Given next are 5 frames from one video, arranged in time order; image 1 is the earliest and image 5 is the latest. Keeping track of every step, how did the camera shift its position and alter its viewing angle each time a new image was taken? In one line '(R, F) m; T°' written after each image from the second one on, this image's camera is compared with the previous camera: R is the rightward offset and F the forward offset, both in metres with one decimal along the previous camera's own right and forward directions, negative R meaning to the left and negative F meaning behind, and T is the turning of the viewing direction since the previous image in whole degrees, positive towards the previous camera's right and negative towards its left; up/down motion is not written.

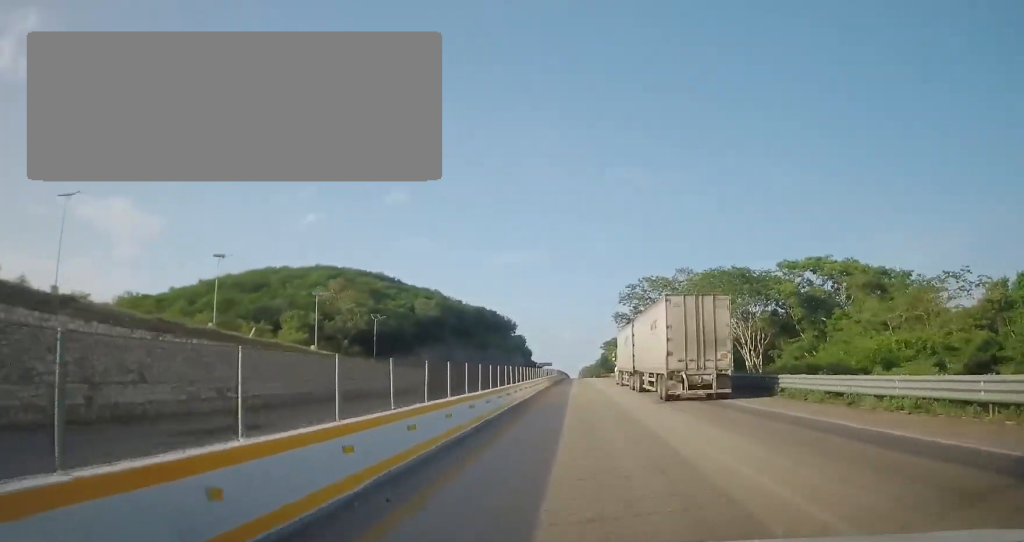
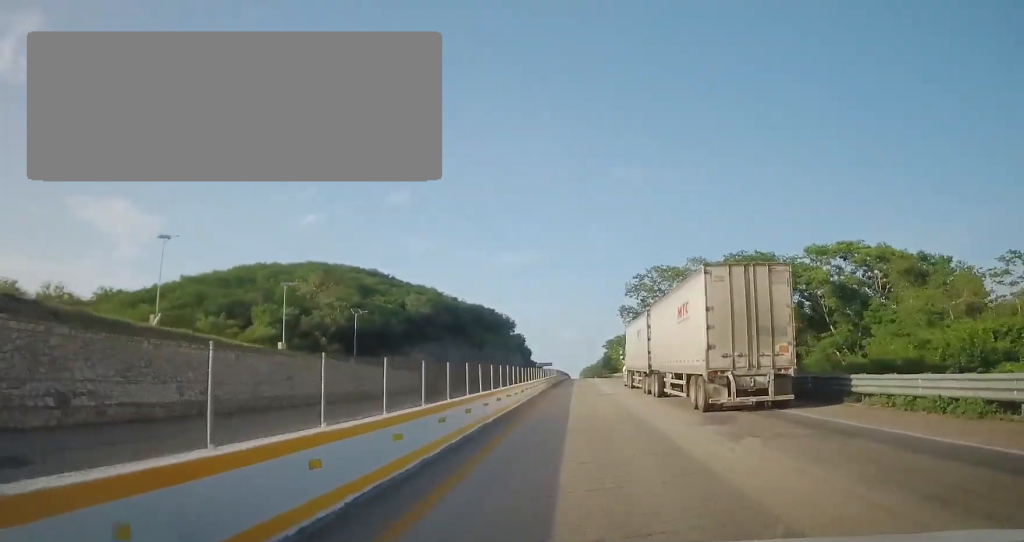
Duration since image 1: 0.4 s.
(0.0, +8.7) m; 0°
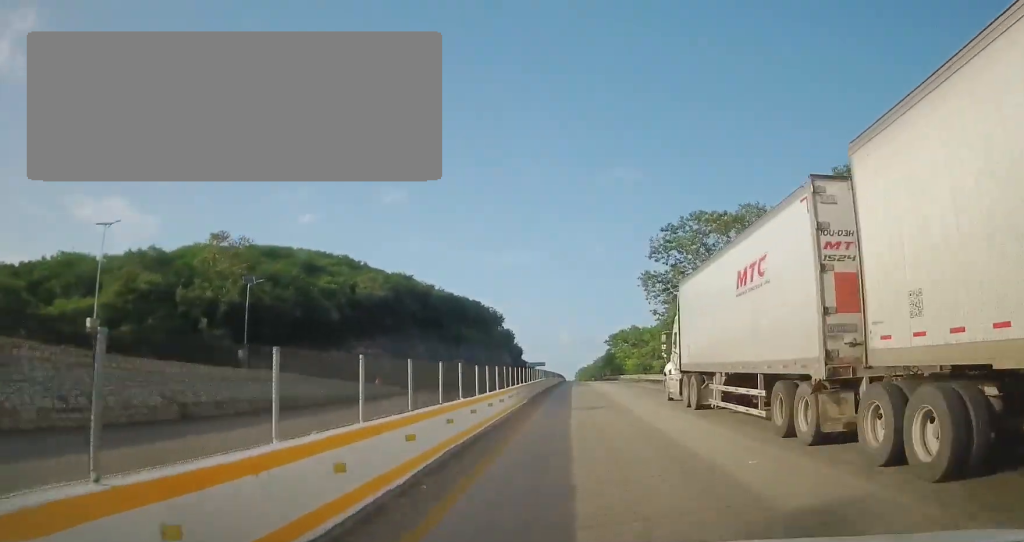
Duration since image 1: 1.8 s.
(0.0, +27.5) m; 0°
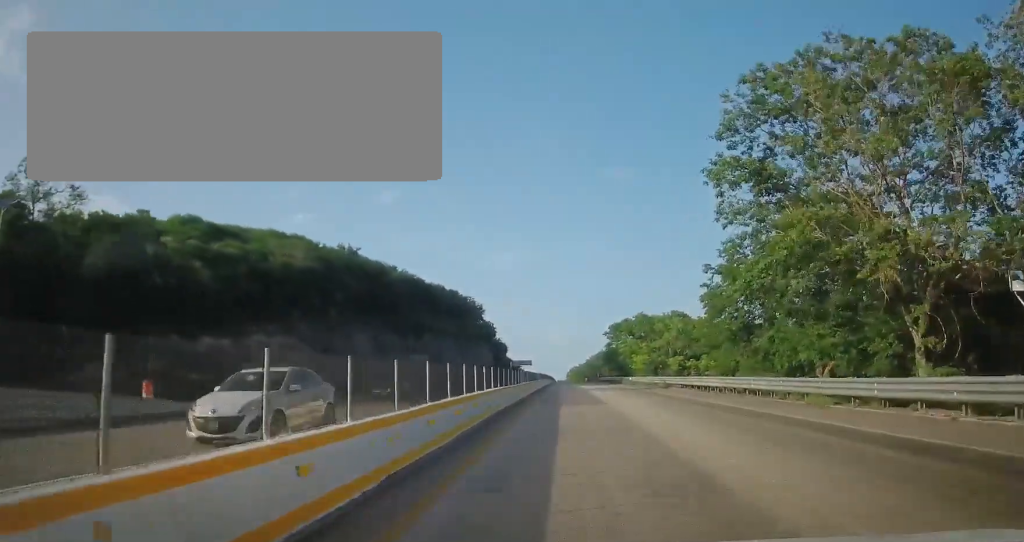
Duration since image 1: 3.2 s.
(+0.2, +28.0) m; +2°
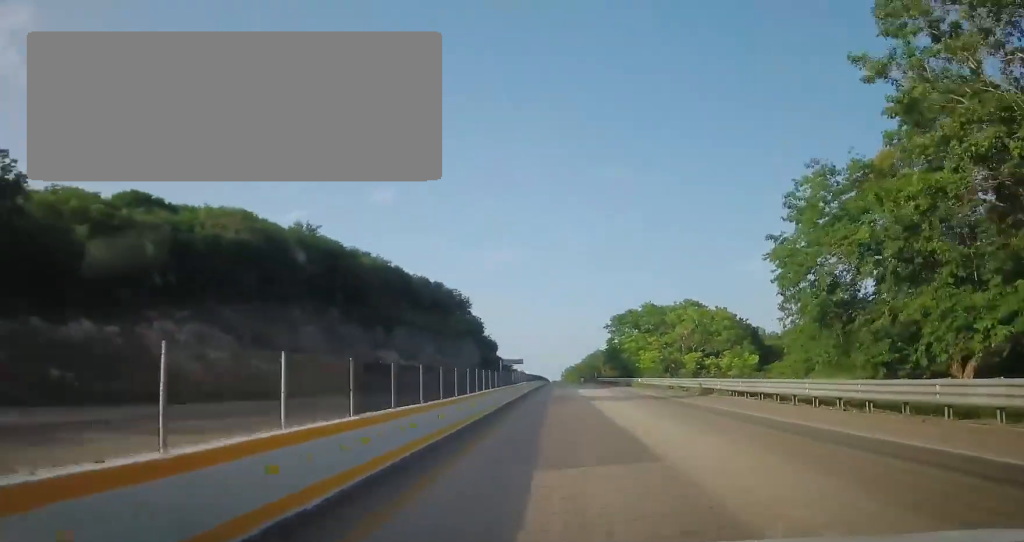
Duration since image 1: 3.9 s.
(+0.1, +15.1) m; +2°
